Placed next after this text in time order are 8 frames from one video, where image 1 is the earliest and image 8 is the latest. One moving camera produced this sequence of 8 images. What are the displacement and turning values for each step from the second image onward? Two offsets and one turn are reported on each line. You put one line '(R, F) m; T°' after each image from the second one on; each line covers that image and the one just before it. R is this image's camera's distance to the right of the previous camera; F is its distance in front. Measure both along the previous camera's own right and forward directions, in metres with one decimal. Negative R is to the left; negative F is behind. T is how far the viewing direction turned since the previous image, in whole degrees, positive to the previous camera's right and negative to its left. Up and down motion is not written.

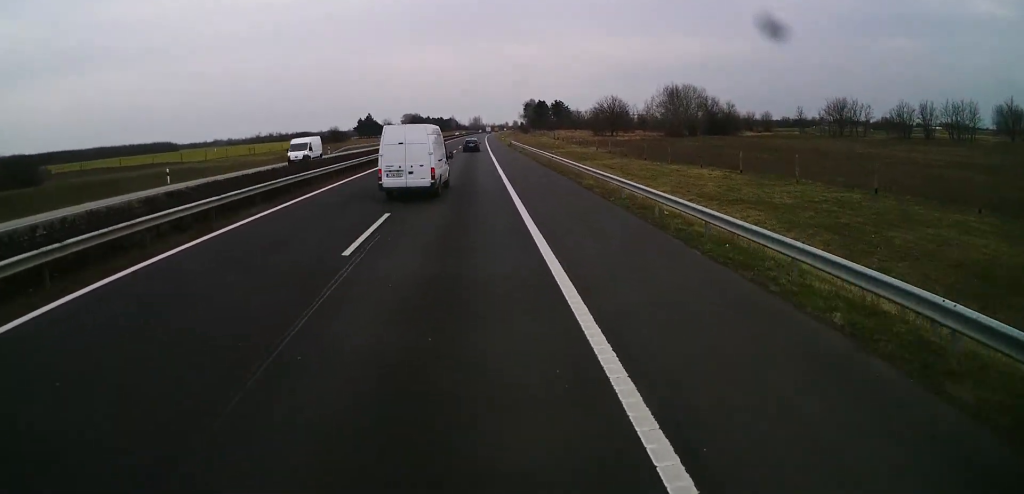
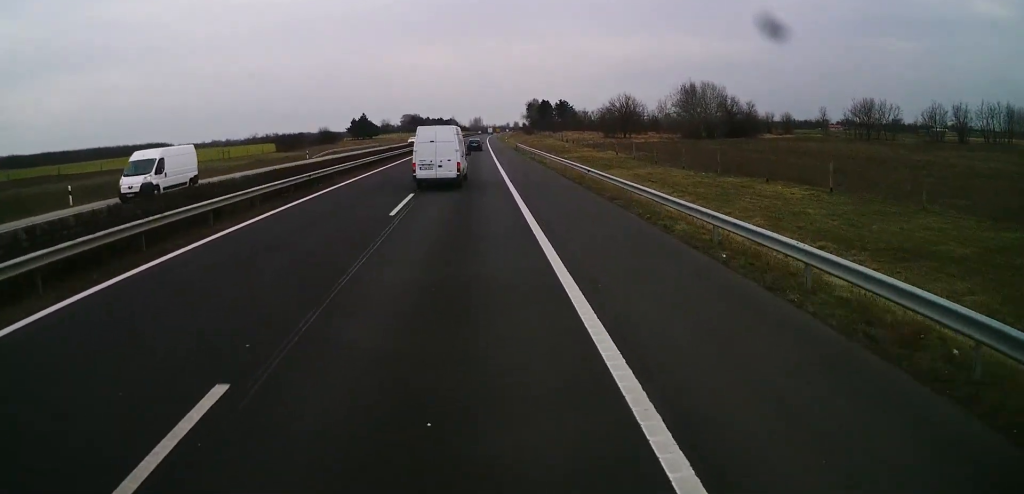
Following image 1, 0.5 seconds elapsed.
(+0.3, +12.3) m; 0°
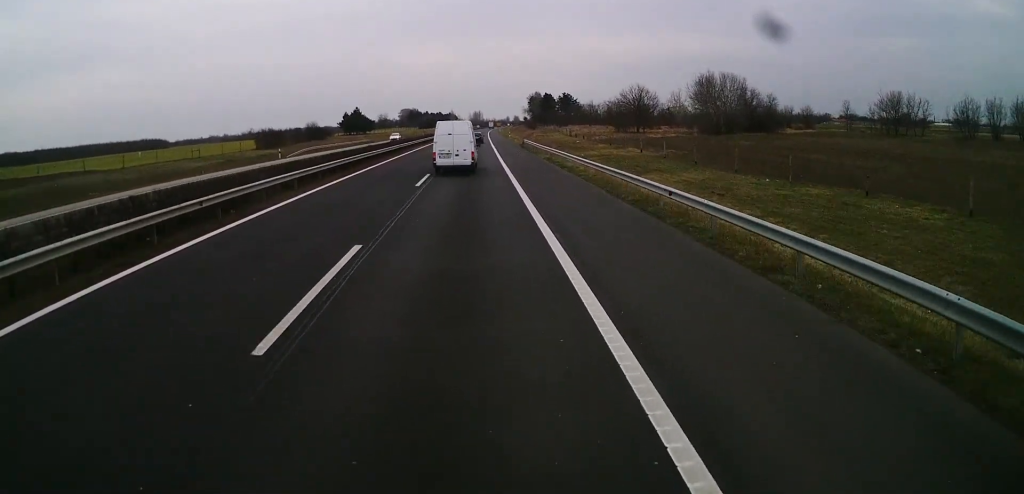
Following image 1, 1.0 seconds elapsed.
(-0.3, +11.6) m; 0°
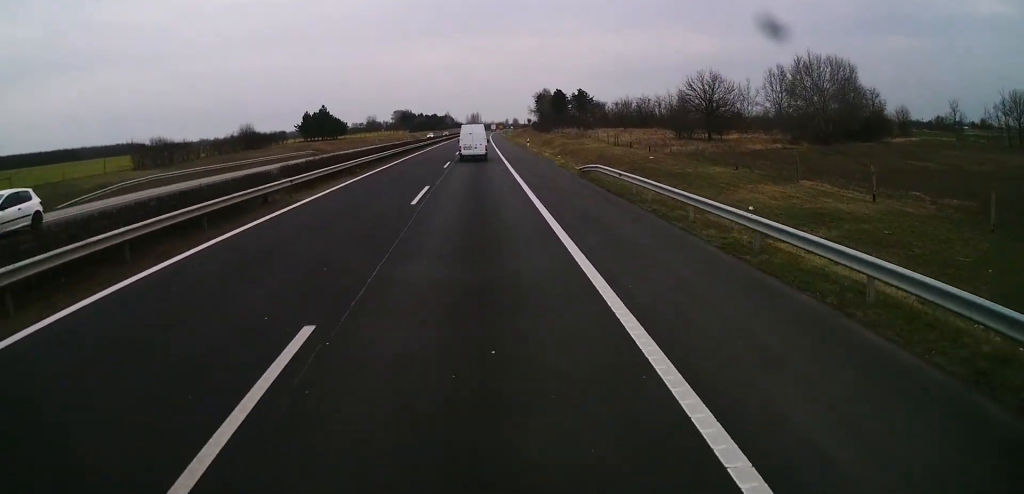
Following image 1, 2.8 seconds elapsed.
(0.0, +41.7) m; 0°
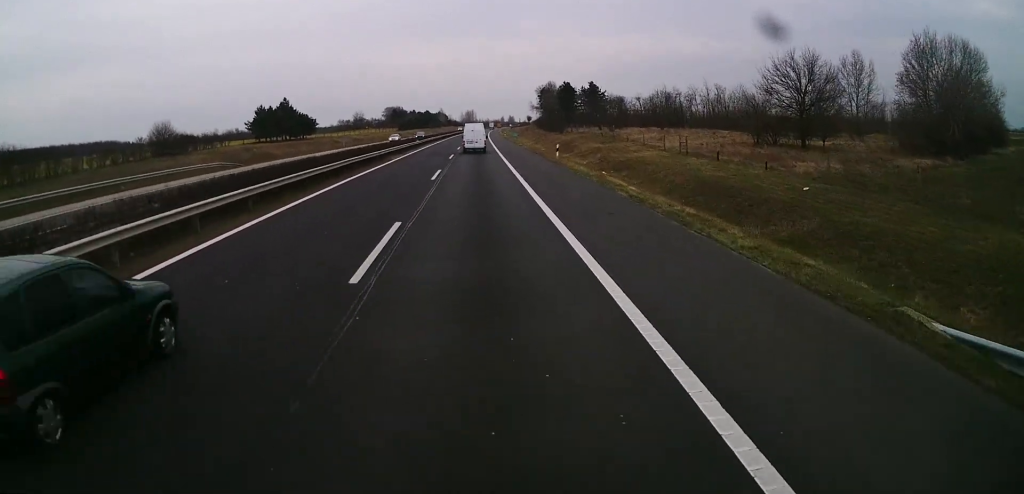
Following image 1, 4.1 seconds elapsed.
(-0.2, +28.6) m; -1°
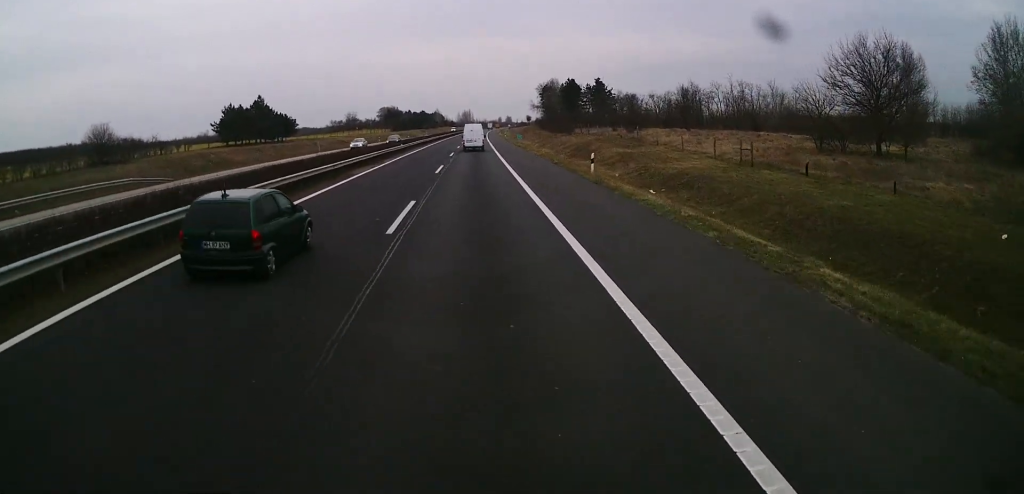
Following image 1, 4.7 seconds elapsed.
(-0.1, +14.0) m; 0°
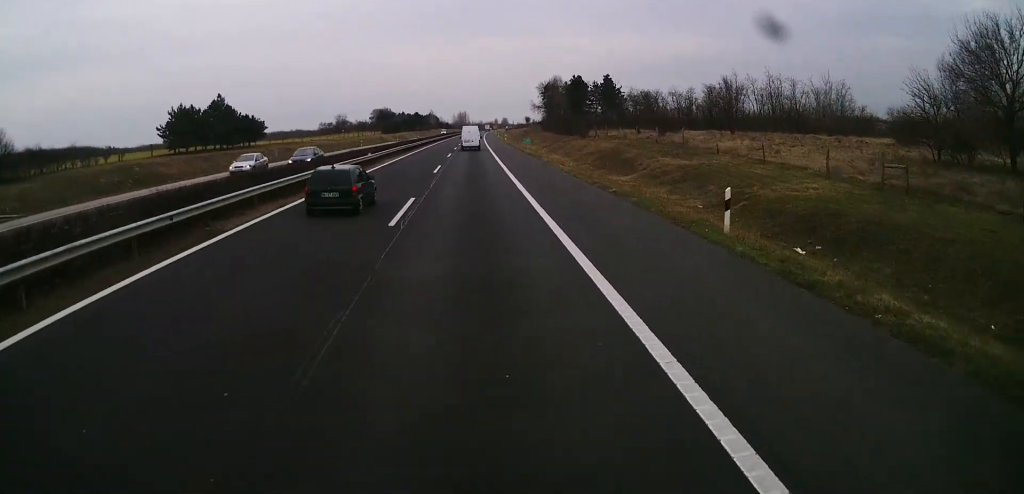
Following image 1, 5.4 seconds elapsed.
(0.0, +17.2) m; +1°
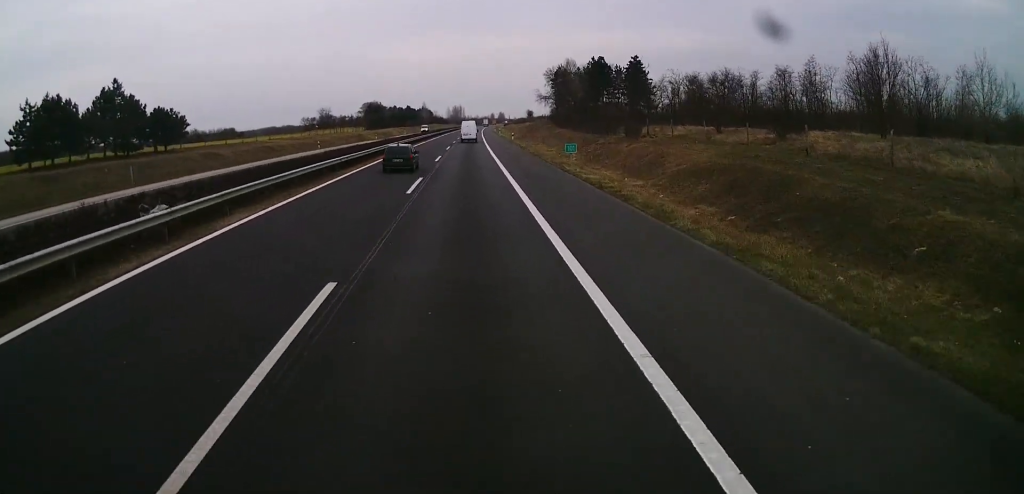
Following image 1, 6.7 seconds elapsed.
(+0.6, +31.0) m; +2°
